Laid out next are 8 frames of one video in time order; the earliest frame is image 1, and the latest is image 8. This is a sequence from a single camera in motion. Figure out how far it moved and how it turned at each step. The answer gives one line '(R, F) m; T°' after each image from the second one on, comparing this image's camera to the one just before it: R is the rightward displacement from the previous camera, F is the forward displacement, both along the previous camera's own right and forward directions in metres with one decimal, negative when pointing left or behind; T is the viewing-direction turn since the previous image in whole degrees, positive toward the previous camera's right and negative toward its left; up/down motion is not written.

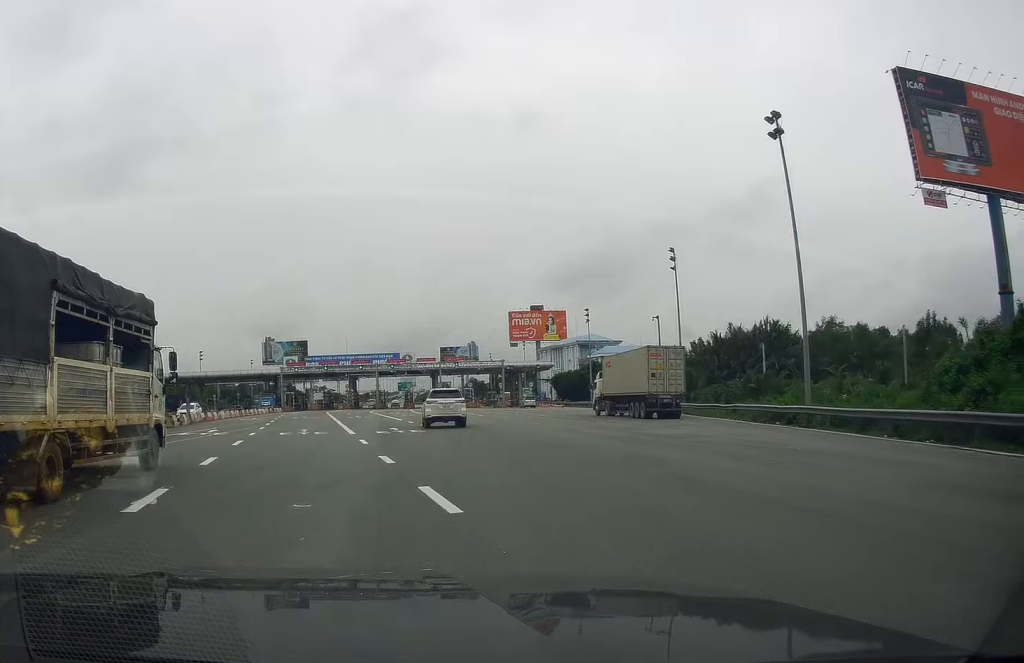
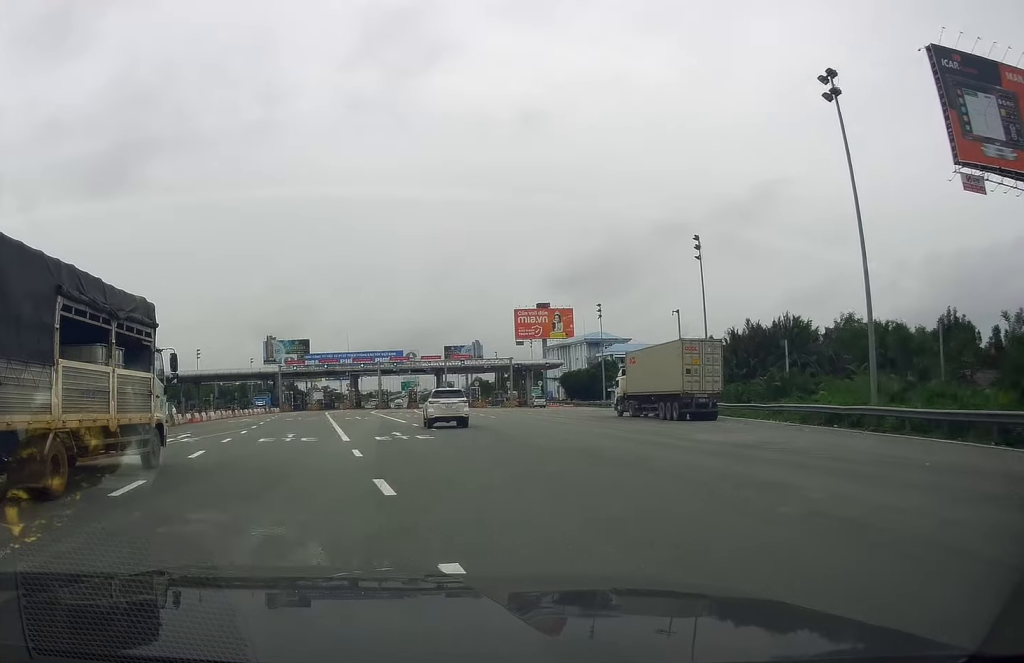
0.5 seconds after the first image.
(+0.2, +5.4) m; 0°
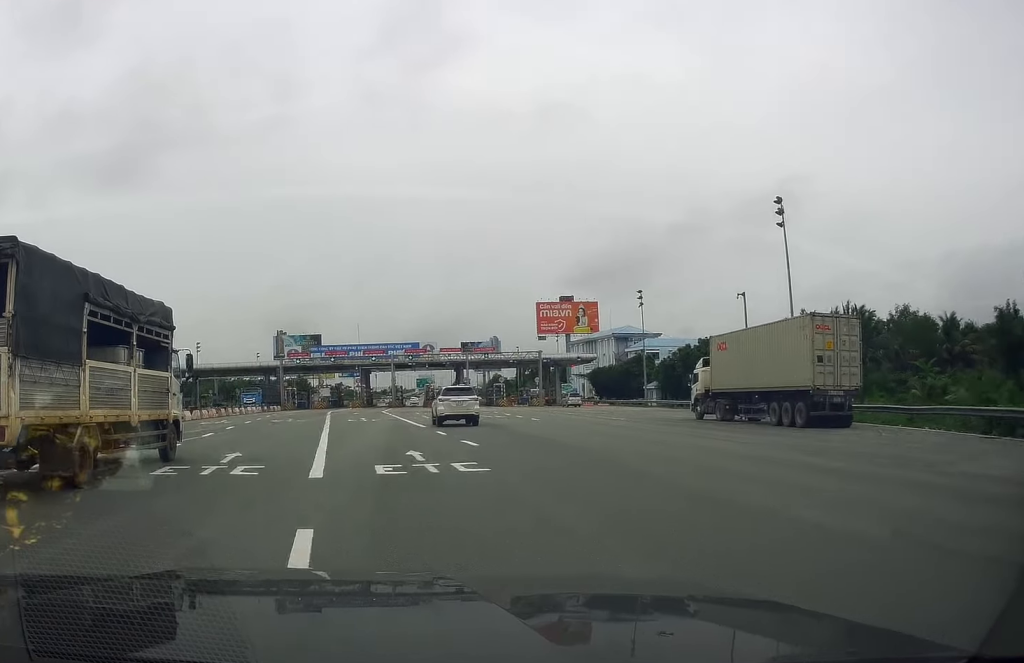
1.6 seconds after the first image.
(-0.6, +13.2) m; -3°
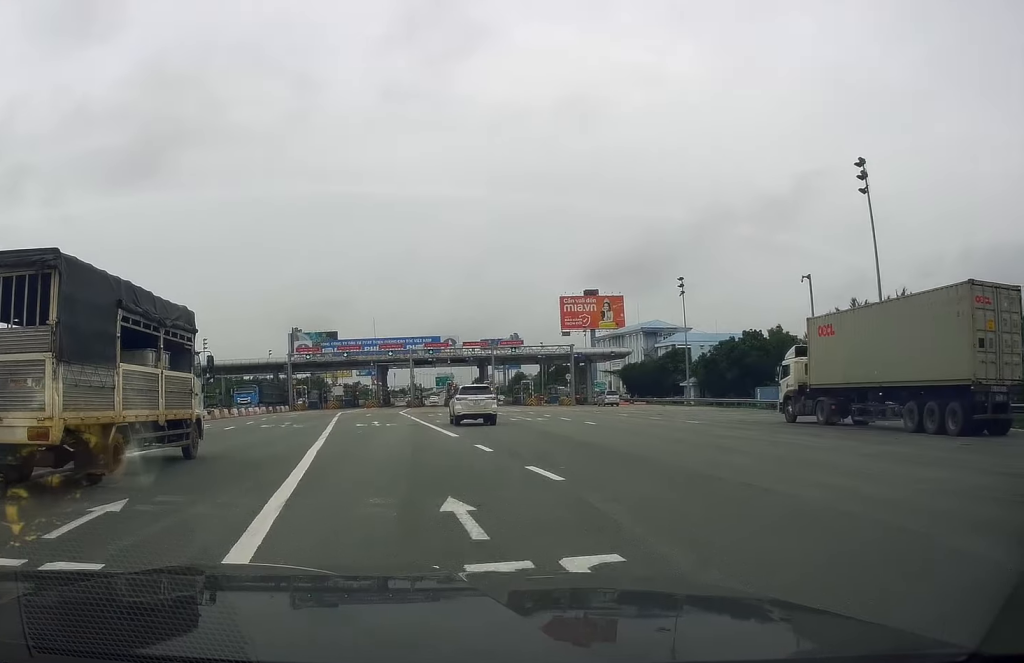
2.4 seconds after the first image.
(0.0, +9.1) m; -2°
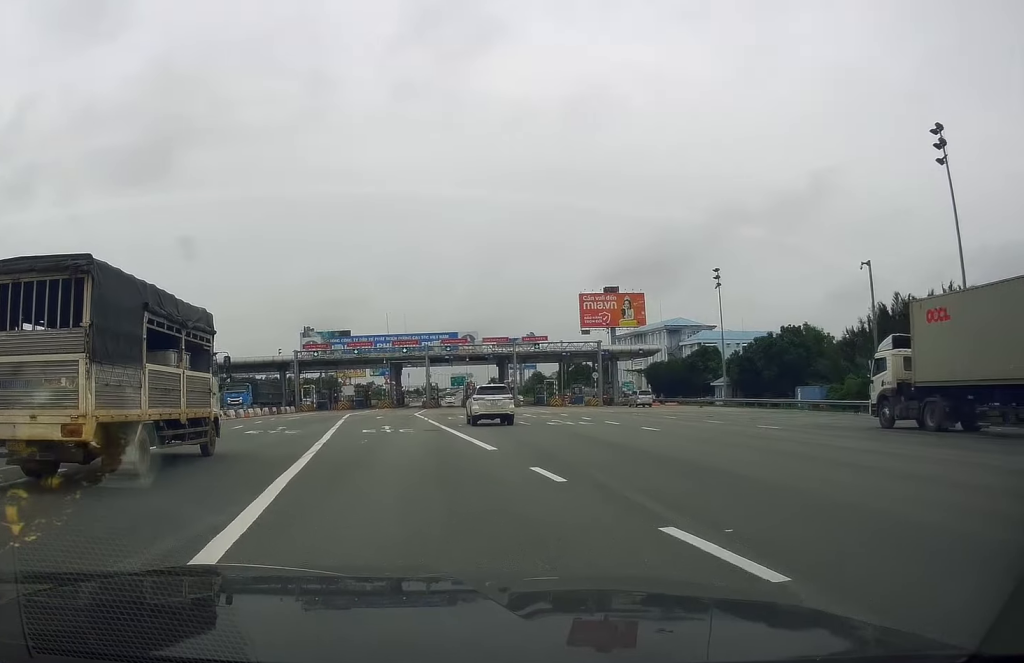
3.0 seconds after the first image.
(-0.2, +6.6) m; 0°
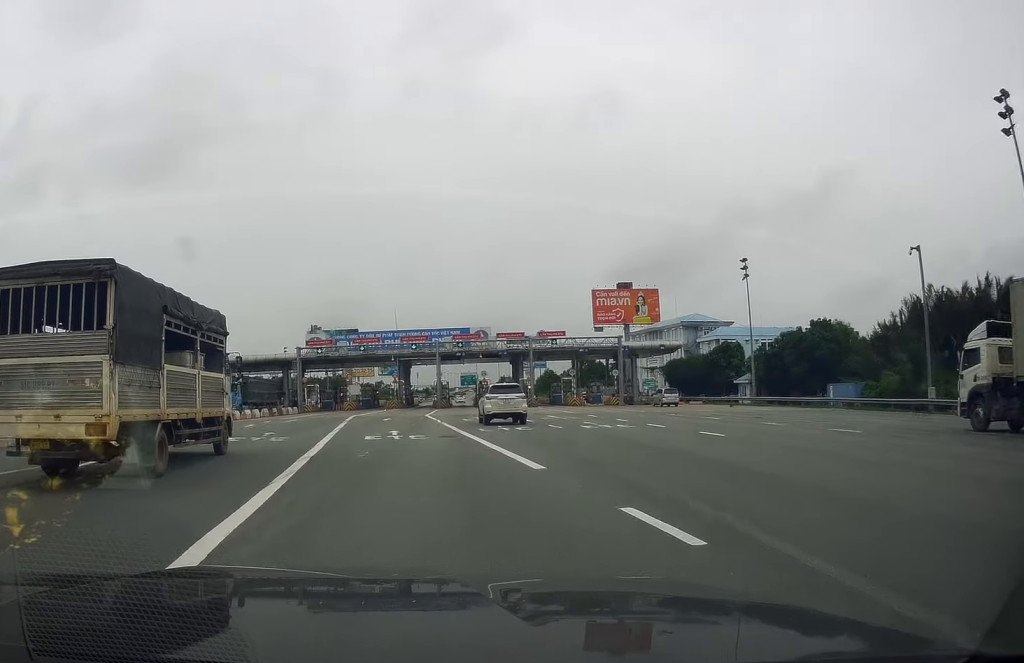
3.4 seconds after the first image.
(-0.2, +5.2) m; 0°
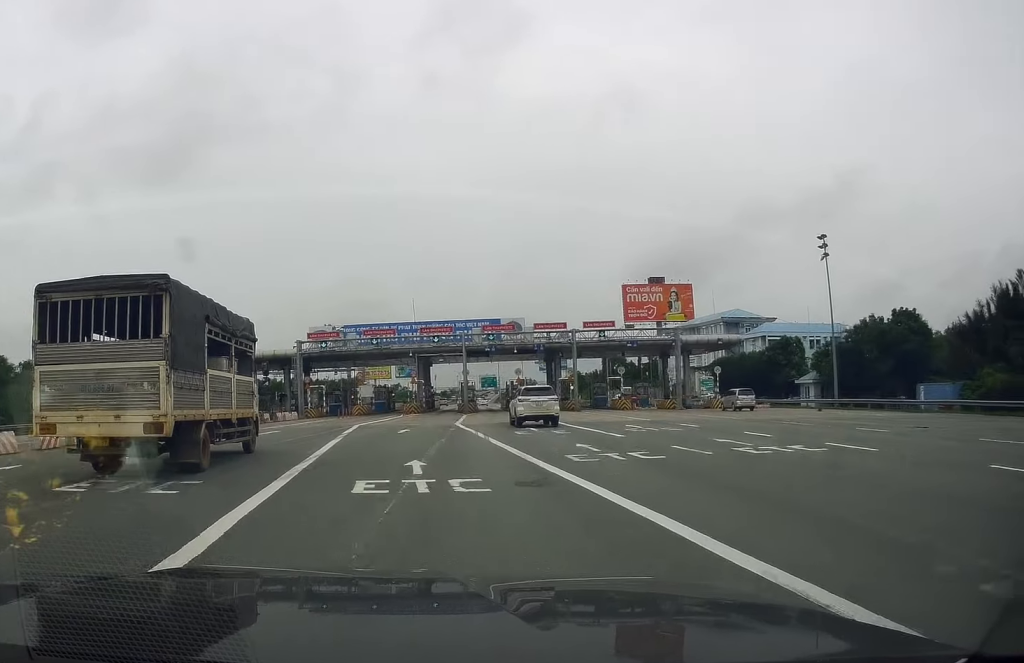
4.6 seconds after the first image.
(+0.4, +12.4) m; 0°
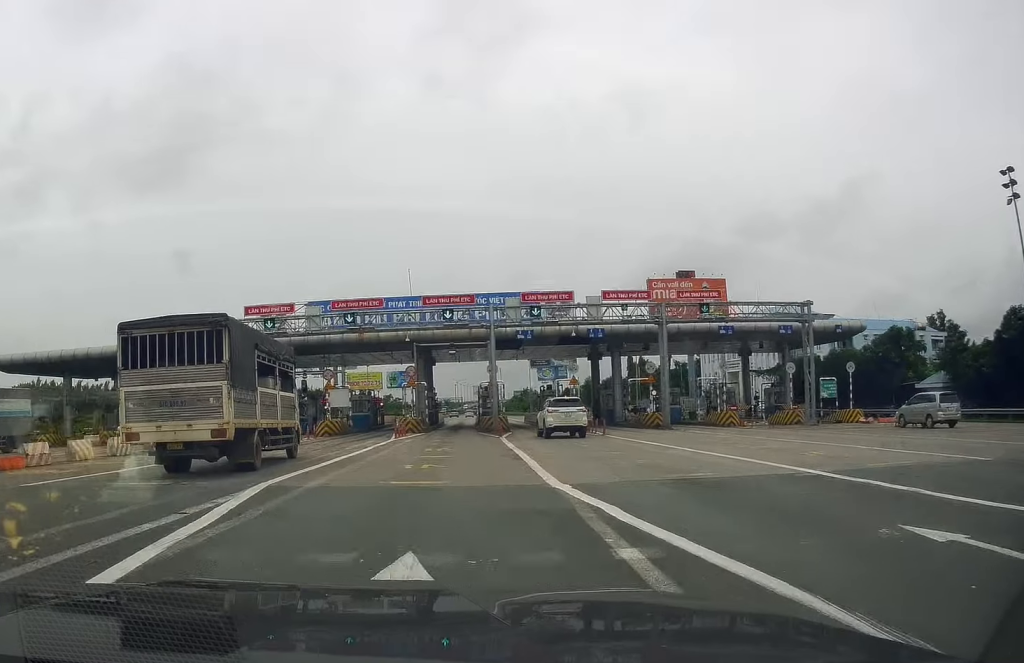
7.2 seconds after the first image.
(-1.3, +27.4) m; -1°
